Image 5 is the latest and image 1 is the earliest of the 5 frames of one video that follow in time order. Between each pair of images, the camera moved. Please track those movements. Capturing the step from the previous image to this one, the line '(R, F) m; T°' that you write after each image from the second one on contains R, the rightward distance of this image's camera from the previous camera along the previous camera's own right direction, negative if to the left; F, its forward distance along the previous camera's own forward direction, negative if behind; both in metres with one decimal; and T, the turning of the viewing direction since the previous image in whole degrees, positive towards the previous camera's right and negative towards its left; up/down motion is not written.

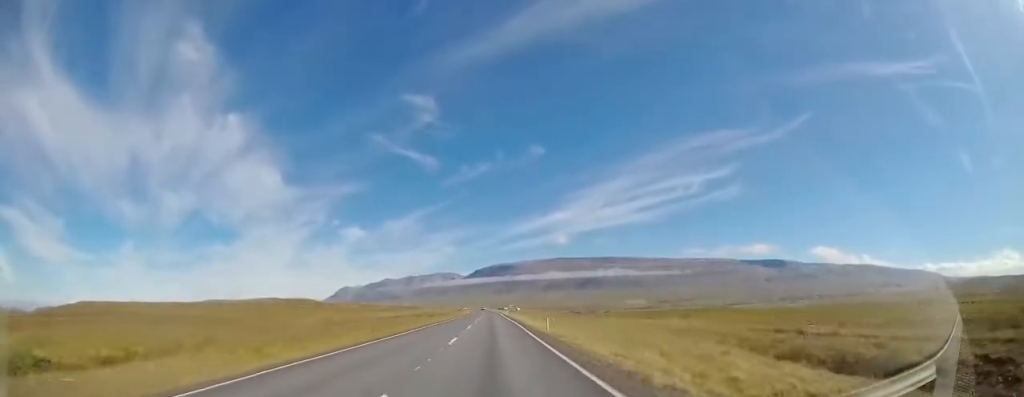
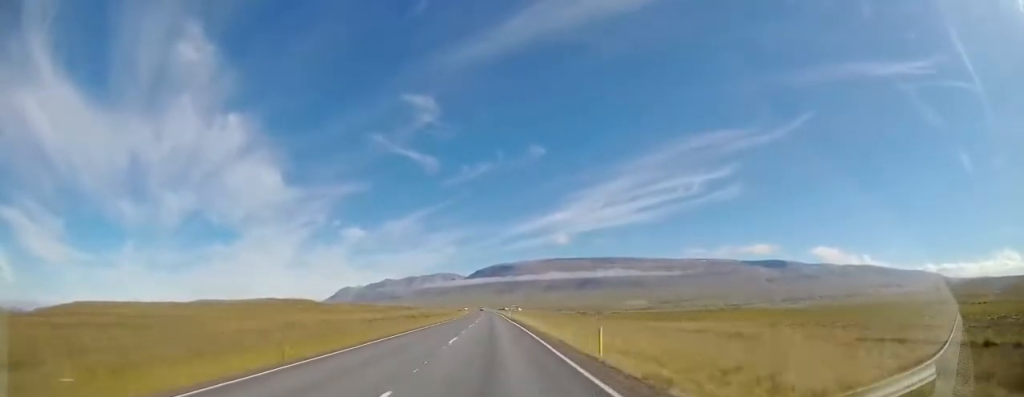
(-0.2, +11.3) m; 0°
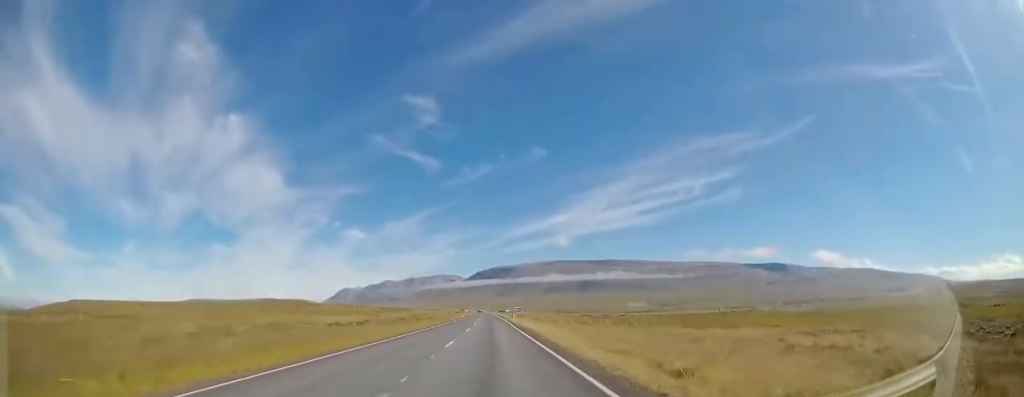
(+0.1, +11.6) m; 0°
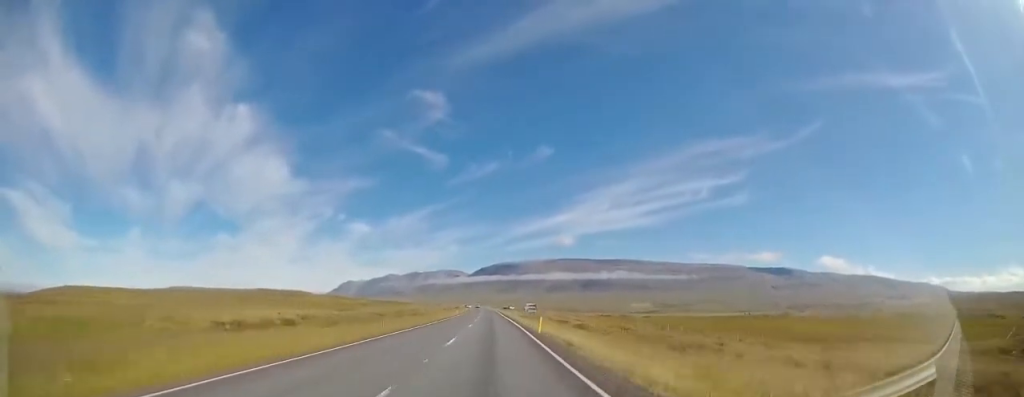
(0.0, +22.9) m; -1°
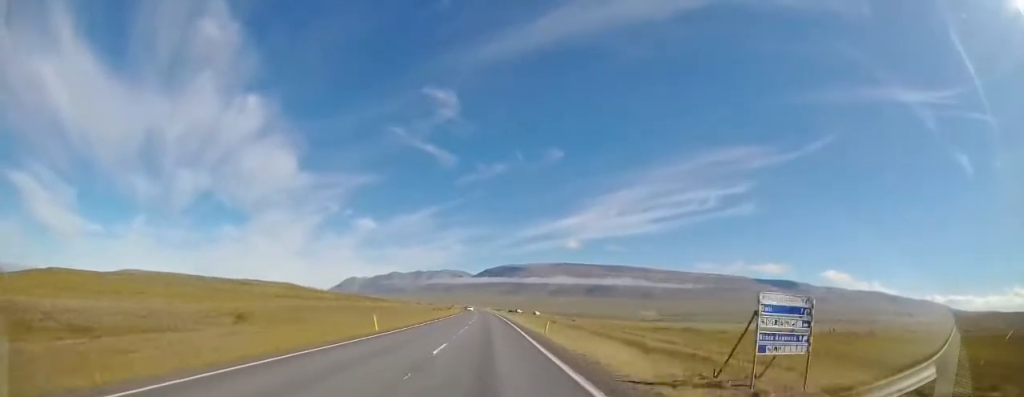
(-1.0, +50.2) m; 0°
